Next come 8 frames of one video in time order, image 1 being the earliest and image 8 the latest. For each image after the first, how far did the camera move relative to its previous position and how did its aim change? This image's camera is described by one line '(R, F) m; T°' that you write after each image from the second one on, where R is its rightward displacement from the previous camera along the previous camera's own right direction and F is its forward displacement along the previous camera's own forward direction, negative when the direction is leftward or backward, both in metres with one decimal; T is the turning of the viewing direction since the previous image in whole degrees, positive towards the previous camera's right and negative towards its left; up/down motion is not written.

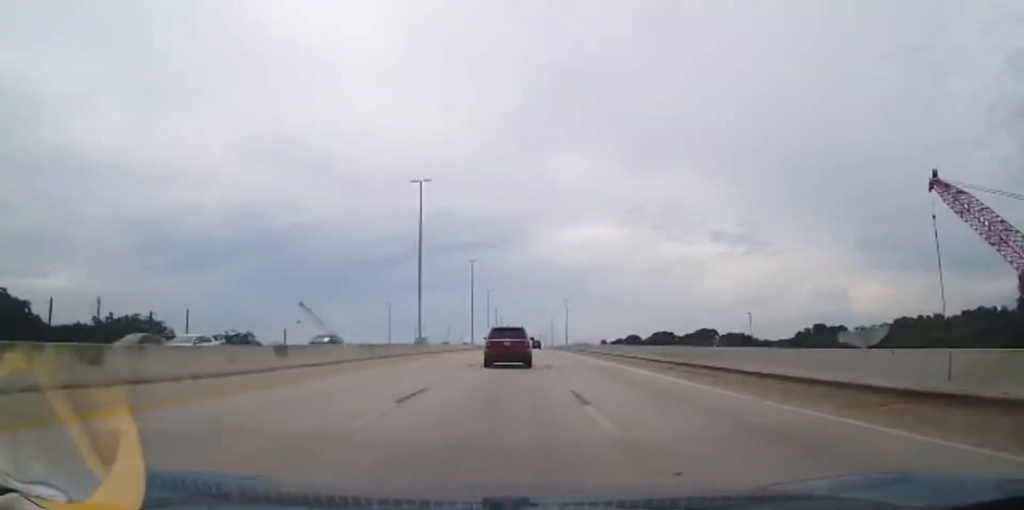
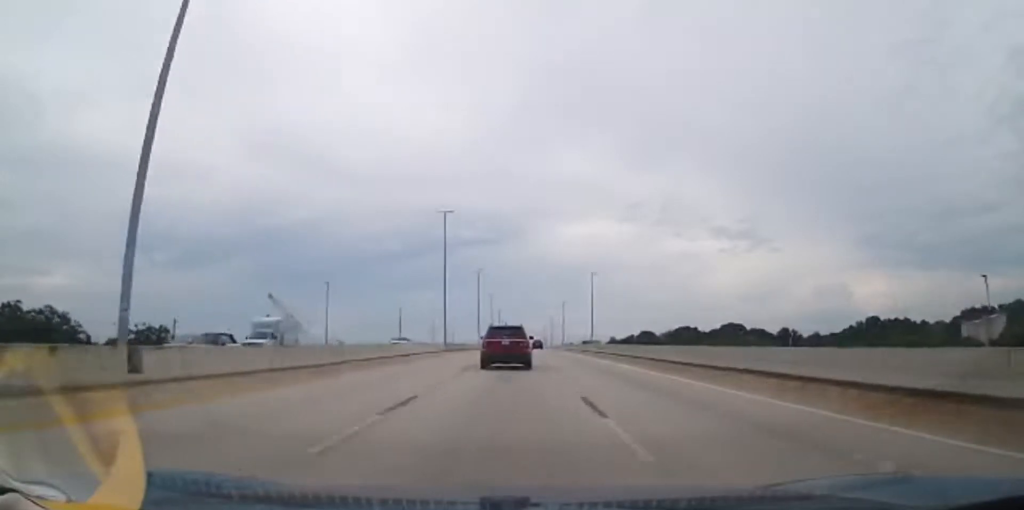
(0.0, +38.1) m; -1°
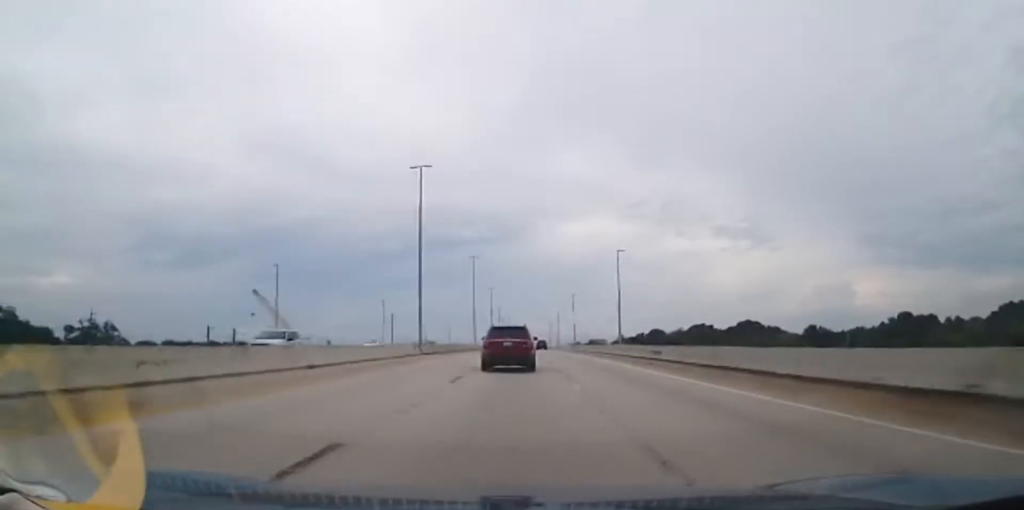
(-0.2, +17.4) m; 0°
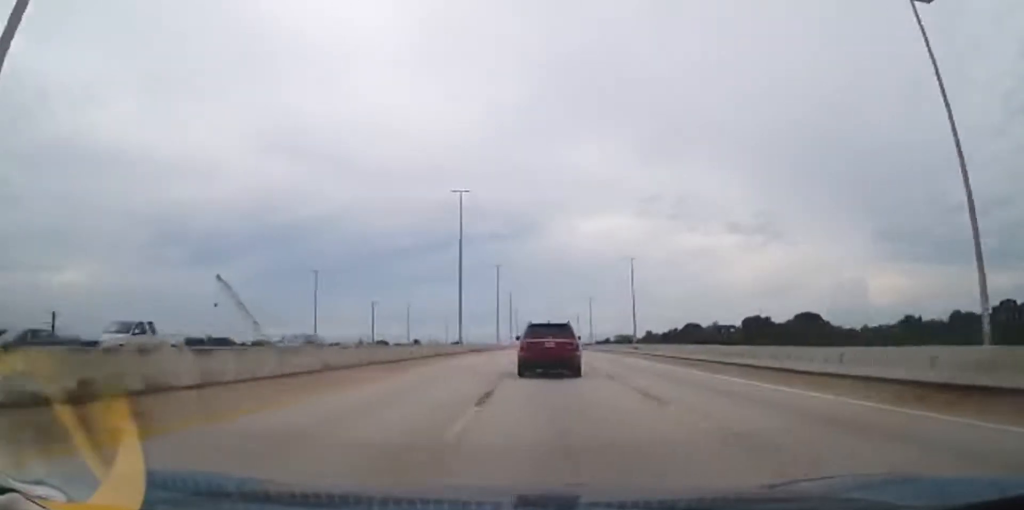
(+0.1, +42.0) m; 0°
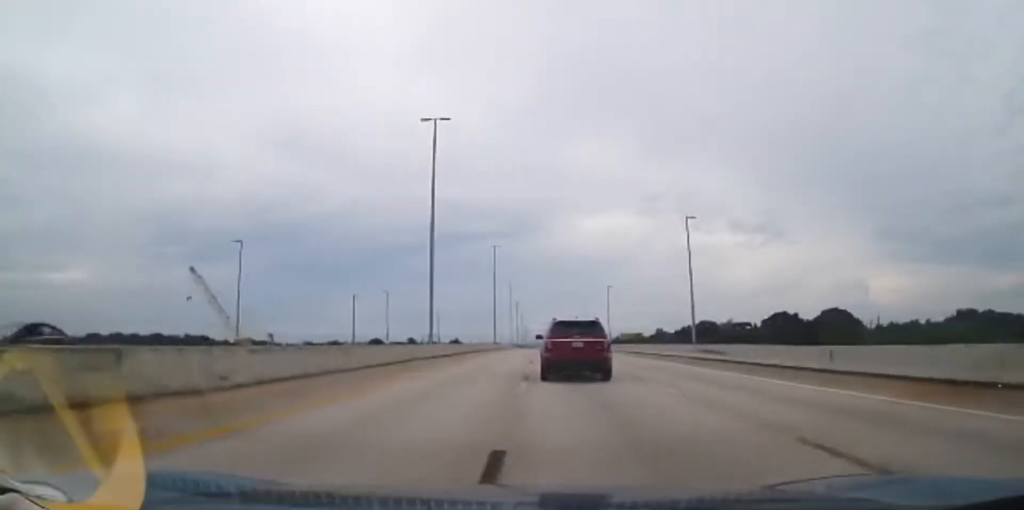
(-0.1, +19.1) m; 0°
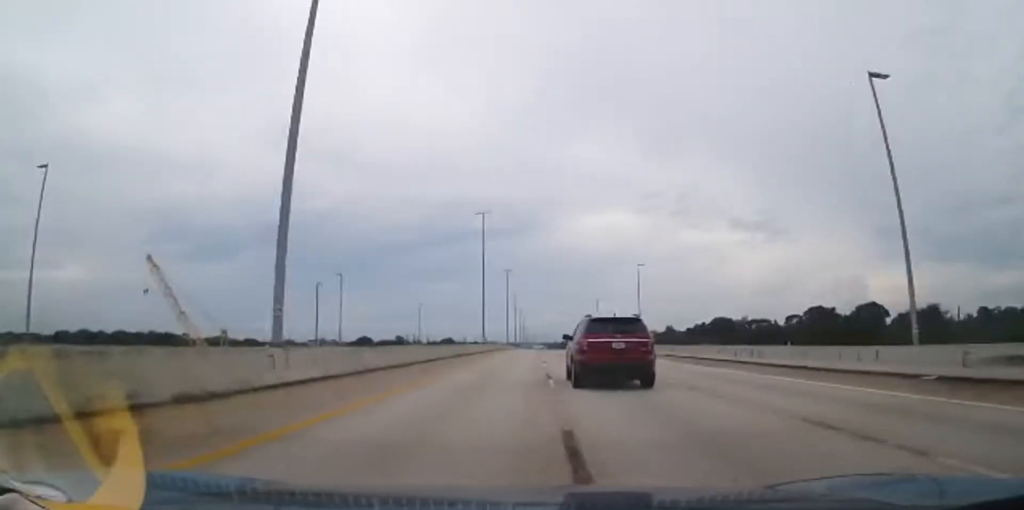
(0.0, +23.0) m; 0°
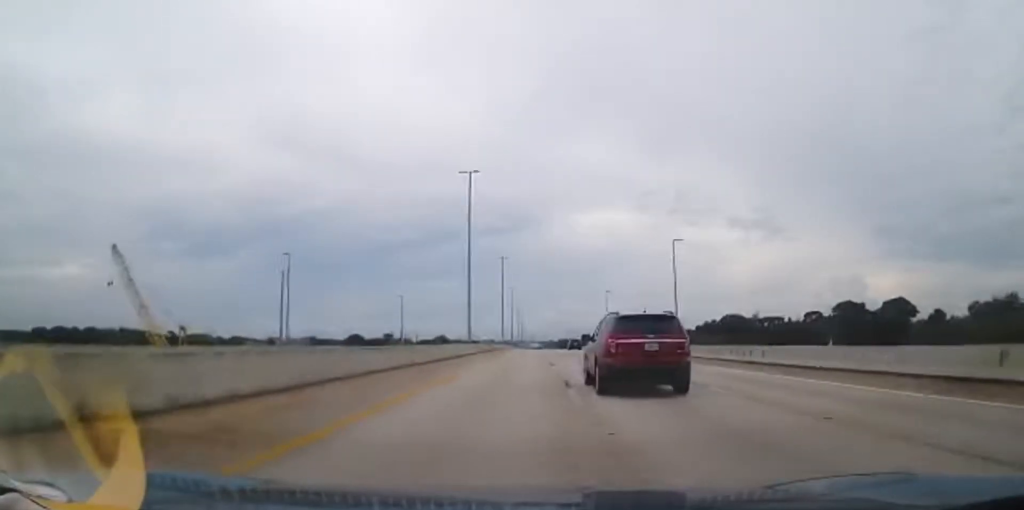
(0.0, +15.4) m; 0°
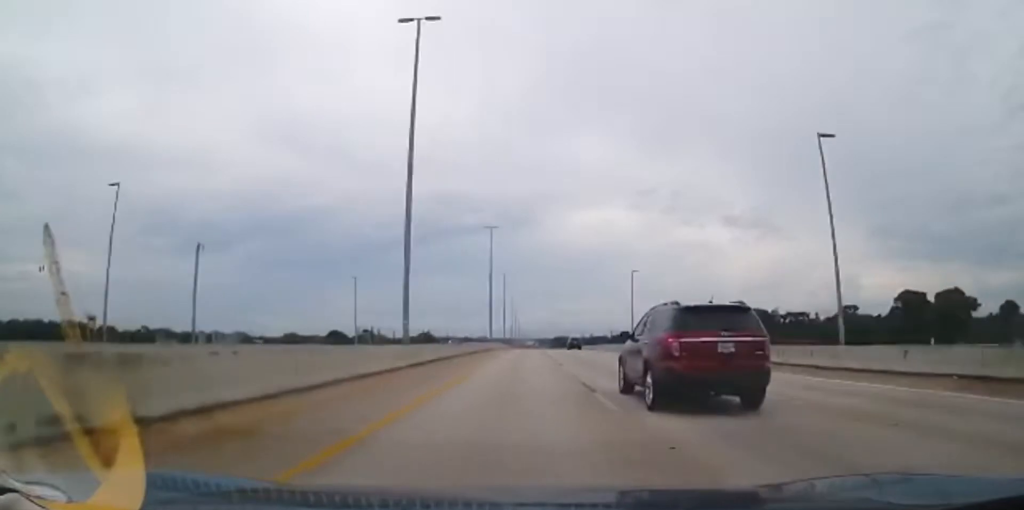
(0.0, +25.4) m; 0°
